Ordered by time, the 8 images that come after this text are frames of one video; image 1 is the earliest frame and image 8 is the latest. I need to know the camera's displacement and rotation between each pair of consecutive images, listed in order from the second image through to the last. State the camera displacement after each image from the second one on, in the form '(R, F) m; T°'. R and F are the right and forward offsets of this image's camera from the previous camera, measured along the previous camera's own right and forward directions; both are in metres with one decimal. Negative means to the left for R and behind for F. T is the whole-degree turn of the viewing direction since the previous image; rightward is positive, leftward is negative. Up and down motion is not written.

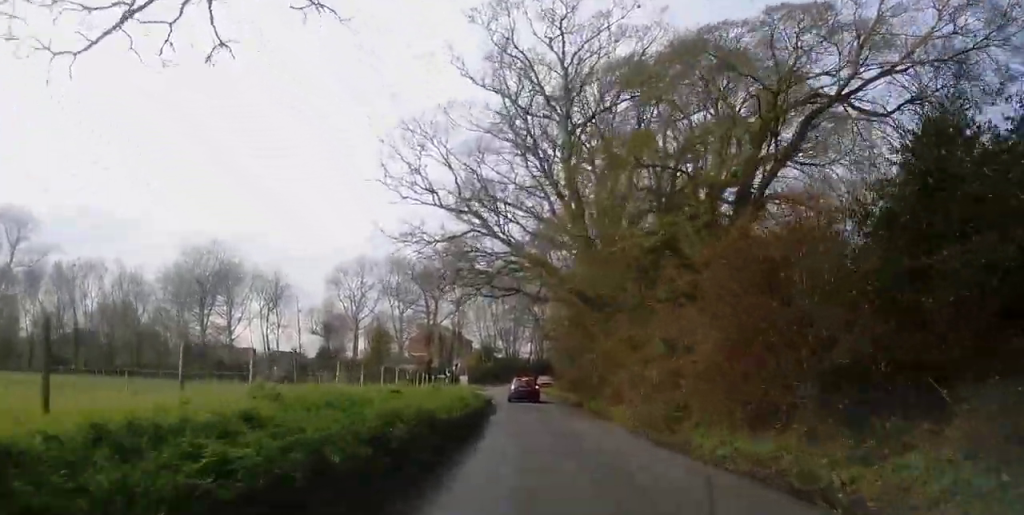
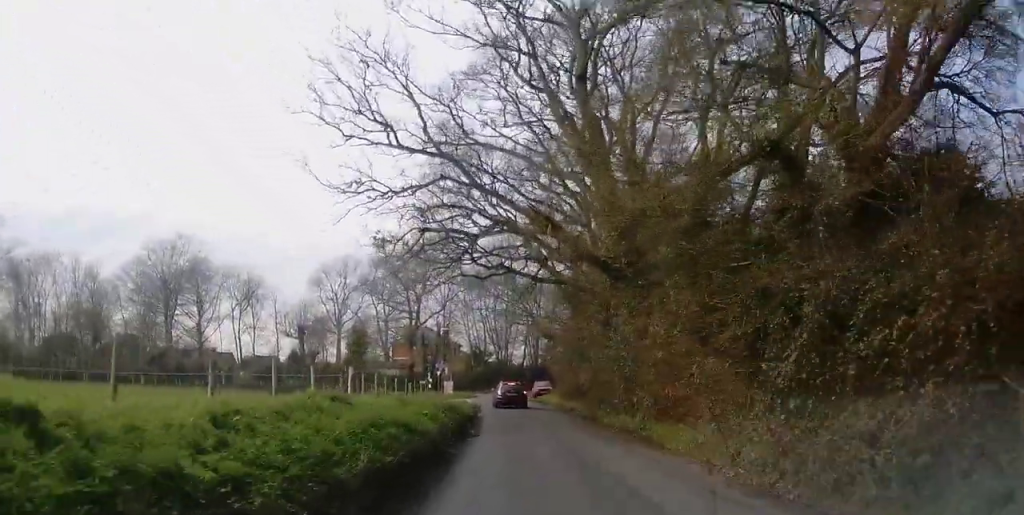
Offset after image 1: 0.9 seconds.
(0.0, +10.7) m; 0°
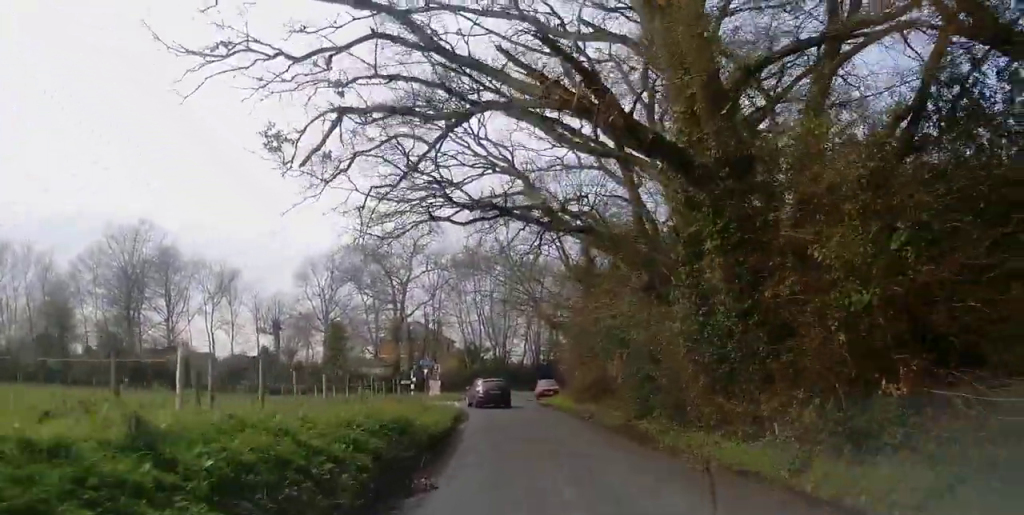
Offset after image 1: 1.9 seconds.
(0.0, +11.5) m; -2°
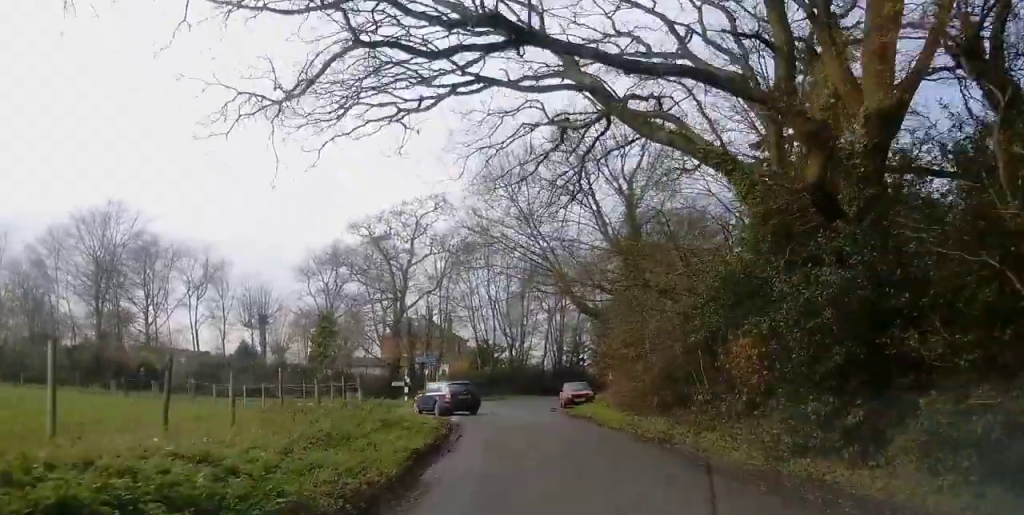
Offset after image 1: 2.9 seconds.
(-0.5, +12.5) m; -1°
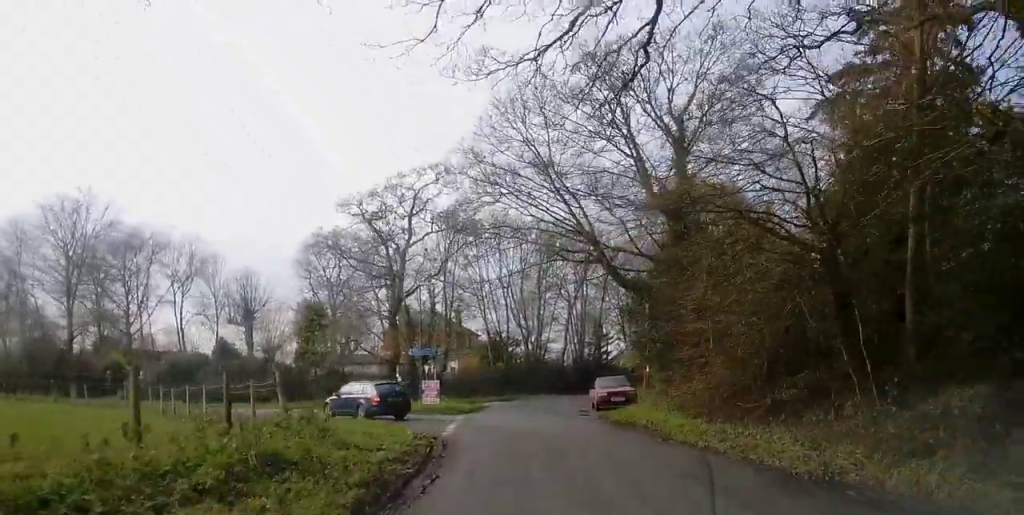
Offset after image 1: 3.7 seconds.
(+0.2, +9.3) m; 0°
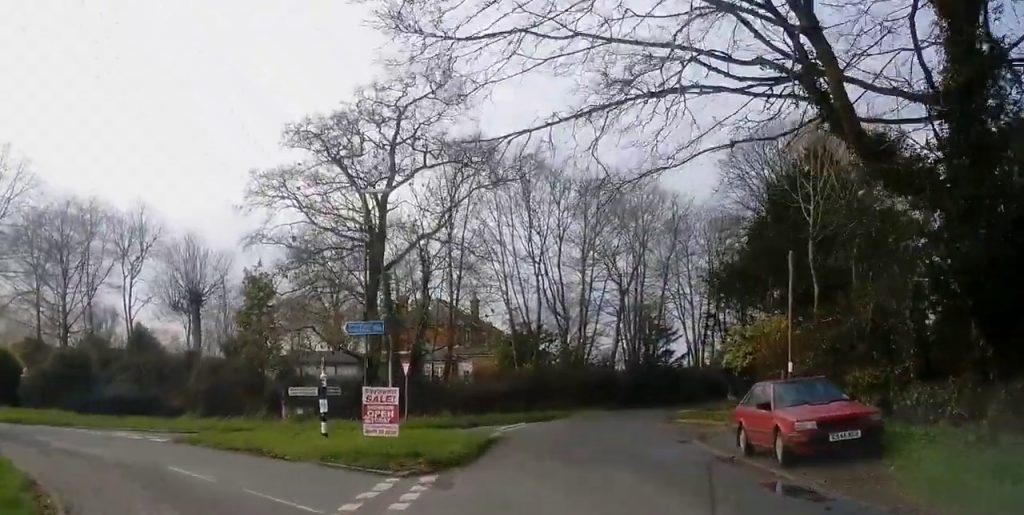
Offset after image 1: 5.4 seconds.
(-0.1, +20.2) m; 0°
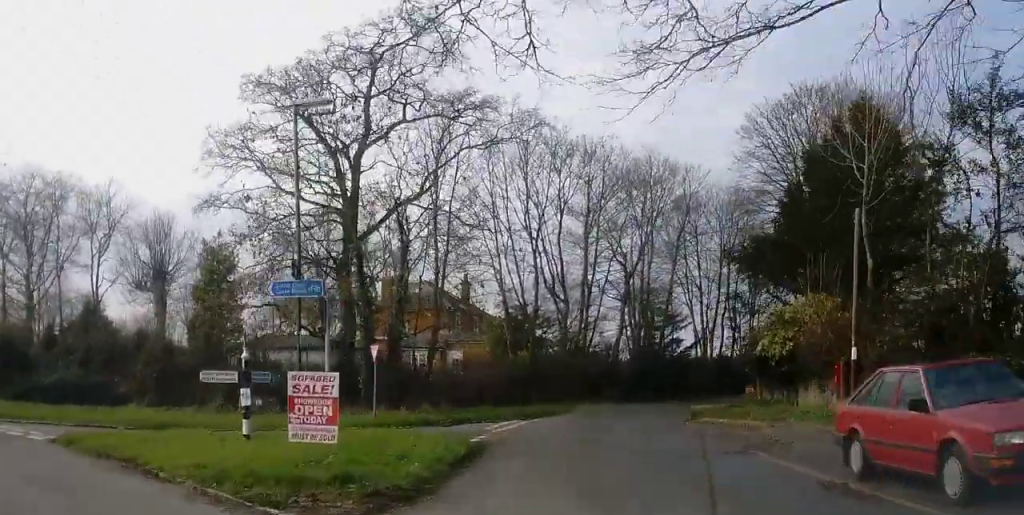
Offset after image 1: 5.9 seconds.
(+0.3, +5.5) m; 0°
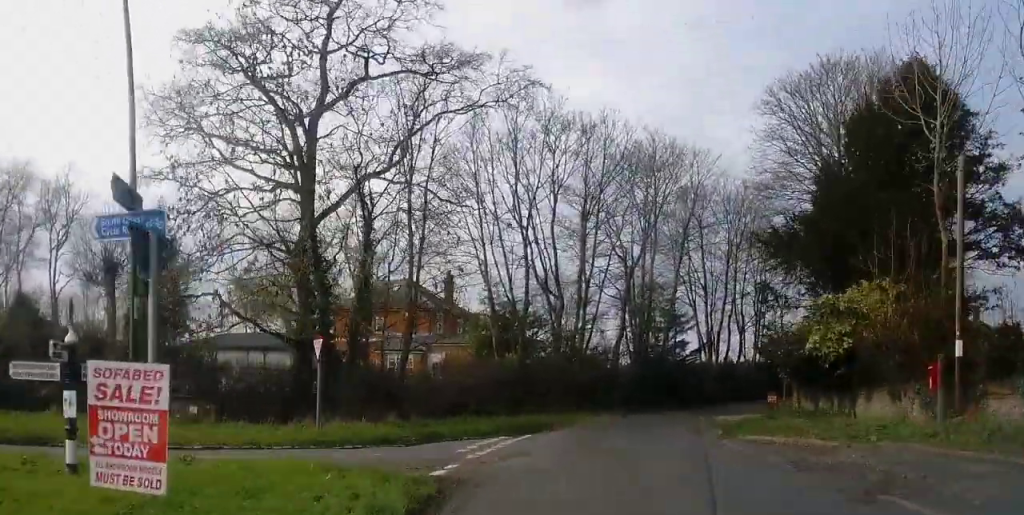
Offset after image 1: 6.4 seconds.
(0.0, +5.9) m; 0°
